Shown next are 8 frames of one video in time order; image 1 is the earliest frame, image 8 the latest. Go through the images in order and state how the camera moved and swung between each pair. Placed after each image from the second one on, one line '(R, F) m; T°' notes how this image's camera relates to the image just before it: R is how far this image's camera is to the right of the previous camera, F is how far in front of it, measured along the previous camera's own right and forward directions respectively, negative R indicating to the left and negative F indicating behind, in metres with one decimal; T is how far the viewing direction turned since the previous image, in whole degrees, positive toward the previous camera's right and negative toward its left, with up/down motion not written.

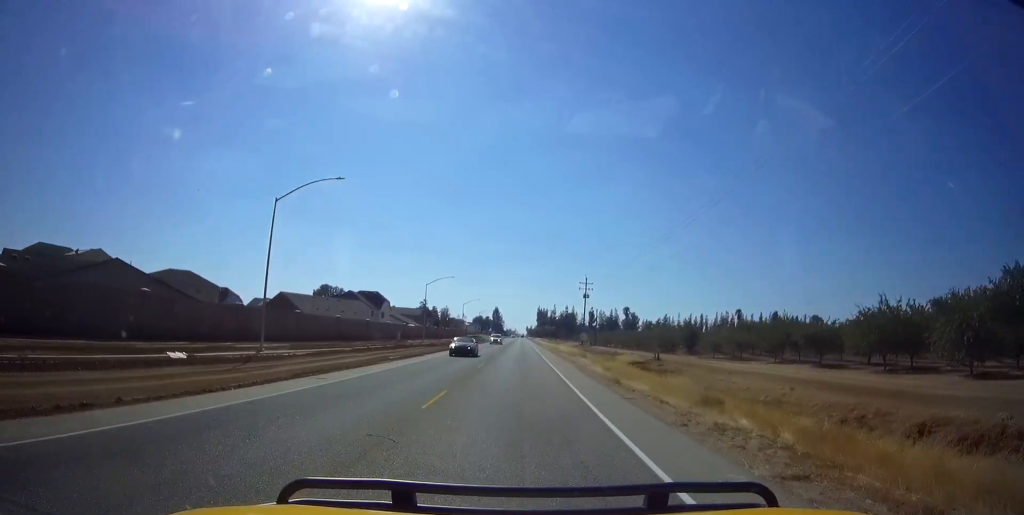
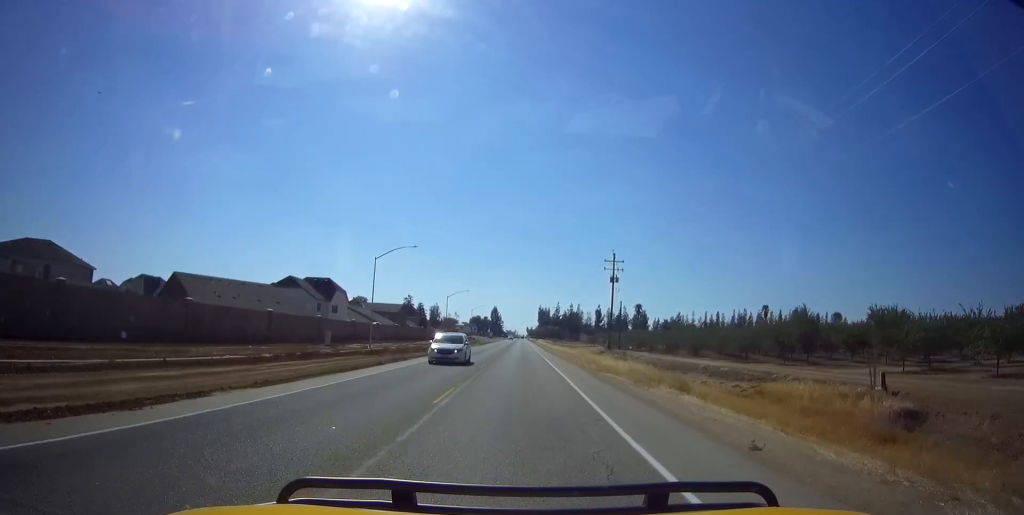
(+0.4, +28.1) m; +1°
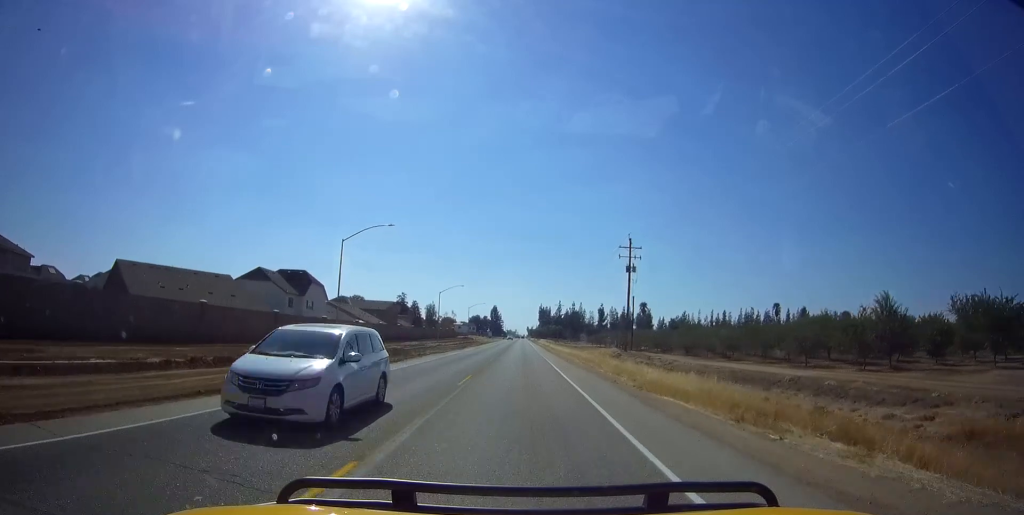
(+0.1, +9.8) m; 0°
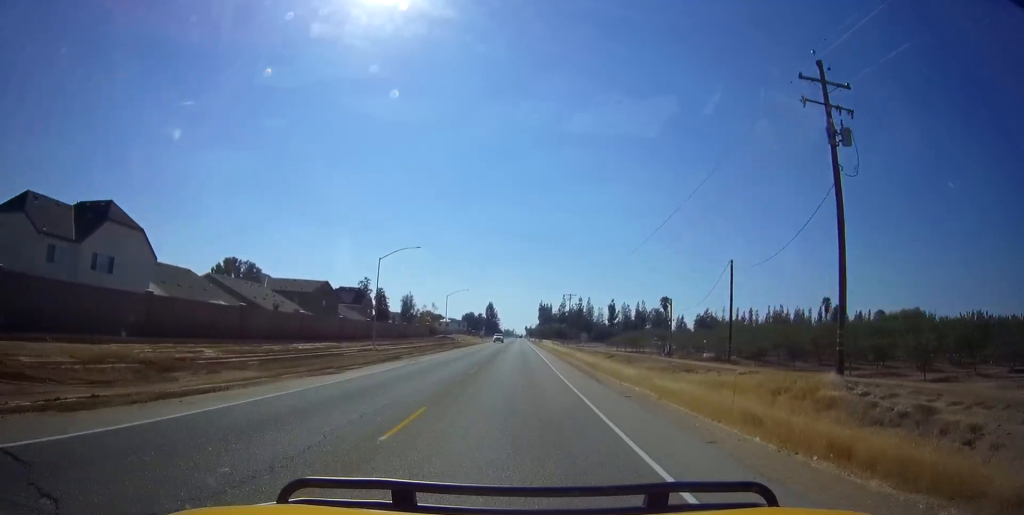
(-0.3, +38.5) m; -1°
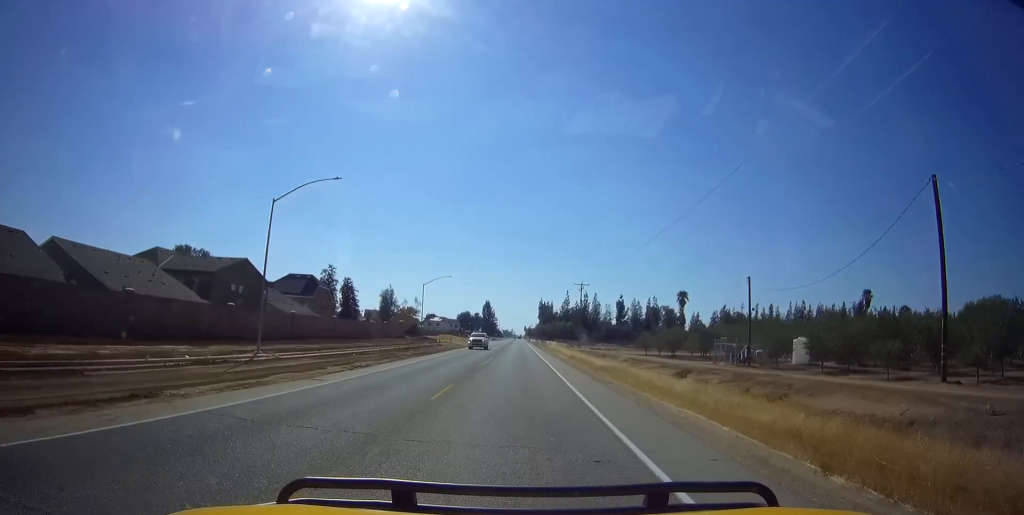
(0.0, +23.7) m; 0°
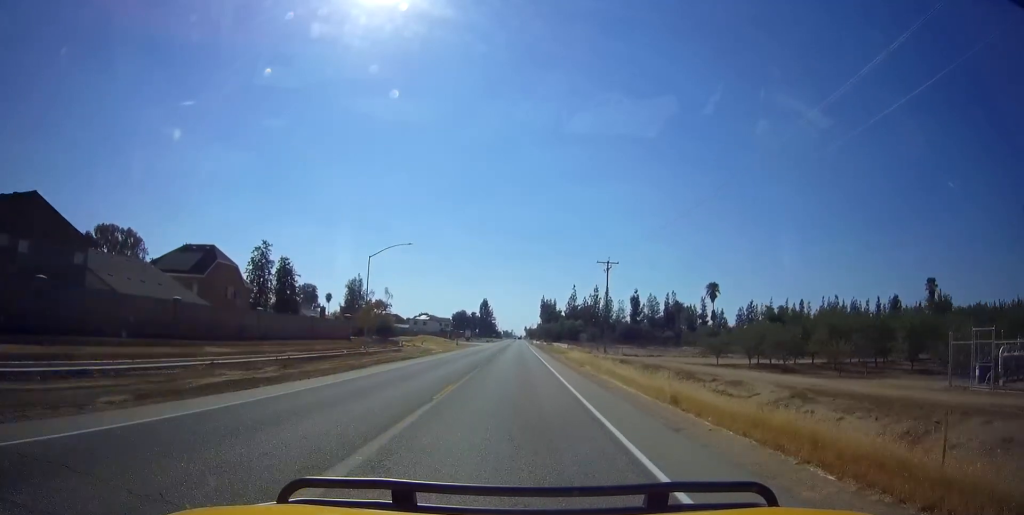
(+0.2, +28.7) m; 0°
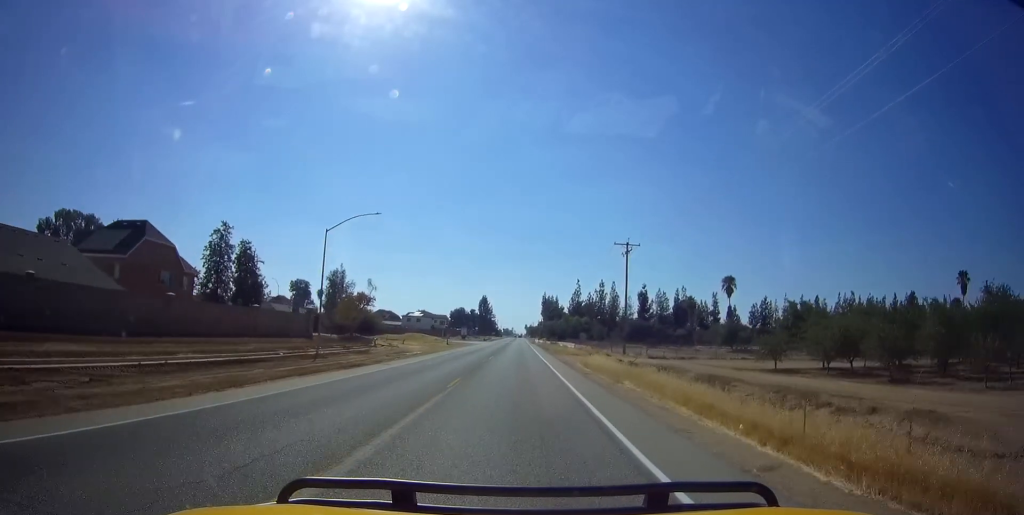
(-0.1, +12.0) m; 0°
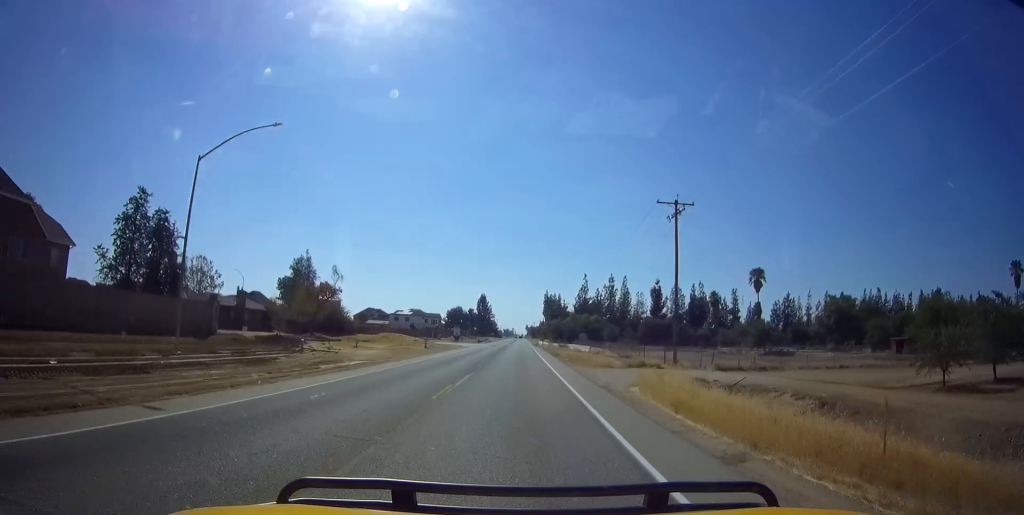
(-0.1, +17.5) m; 0°
